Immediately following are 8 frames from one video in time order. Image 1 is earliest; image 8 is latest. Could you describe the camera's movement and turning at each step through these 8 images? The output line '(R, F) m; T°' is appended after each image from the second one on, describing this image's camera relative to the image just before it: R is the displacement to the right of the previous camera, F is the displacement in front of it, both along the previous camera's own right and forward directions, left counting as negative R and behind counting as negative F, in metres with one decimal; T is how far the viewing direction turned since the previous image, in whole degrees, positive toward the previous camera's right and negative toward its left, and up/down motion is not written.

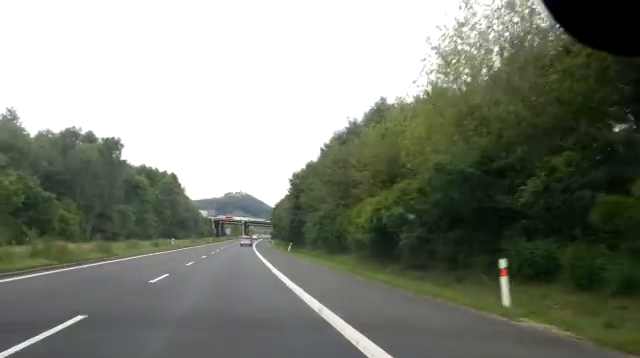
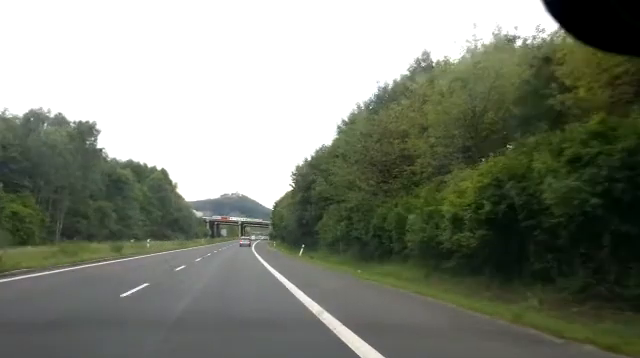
(-0.2, +12.0) m; 0°
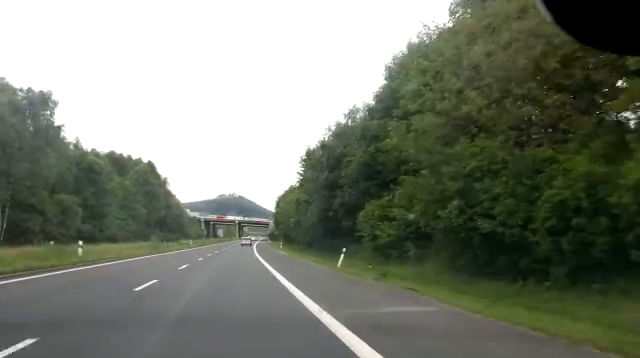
(+0.1, +16.1) m; +1°
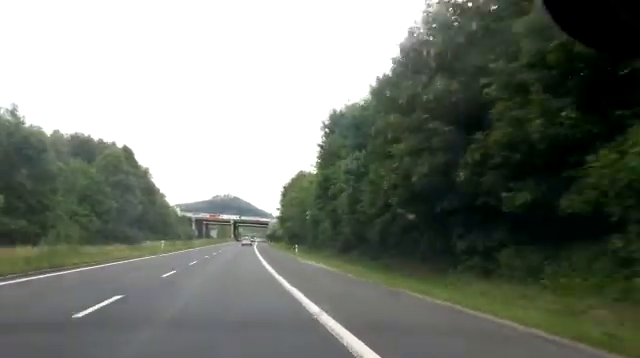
(+0.4, +21.8) m; +1°
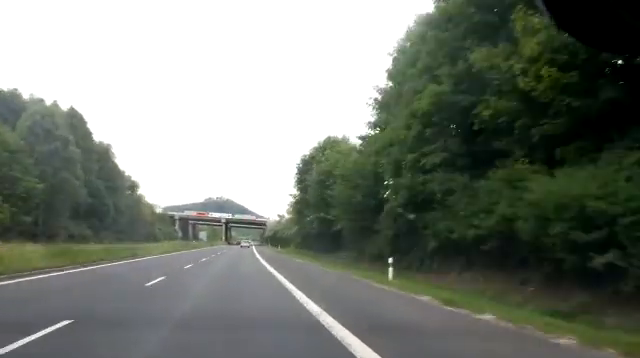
(-0.1, +30.0) m; -1°
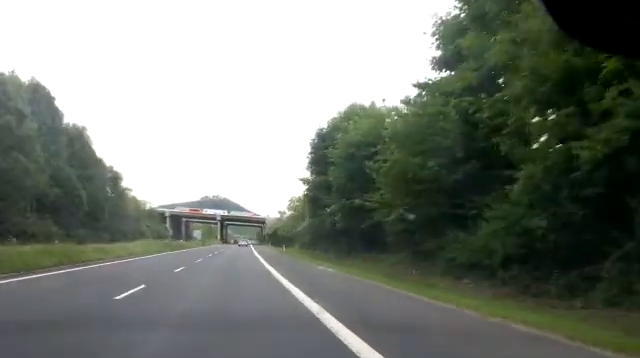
(-0.2, +12.1) m; 0°
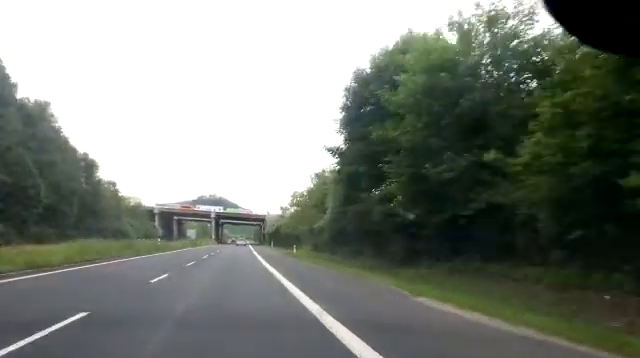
(+0.1, +13.7) m; +1°
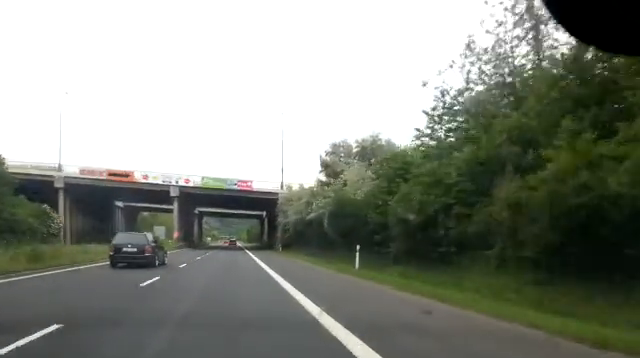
(+2.1, +63.0) m; +3°
